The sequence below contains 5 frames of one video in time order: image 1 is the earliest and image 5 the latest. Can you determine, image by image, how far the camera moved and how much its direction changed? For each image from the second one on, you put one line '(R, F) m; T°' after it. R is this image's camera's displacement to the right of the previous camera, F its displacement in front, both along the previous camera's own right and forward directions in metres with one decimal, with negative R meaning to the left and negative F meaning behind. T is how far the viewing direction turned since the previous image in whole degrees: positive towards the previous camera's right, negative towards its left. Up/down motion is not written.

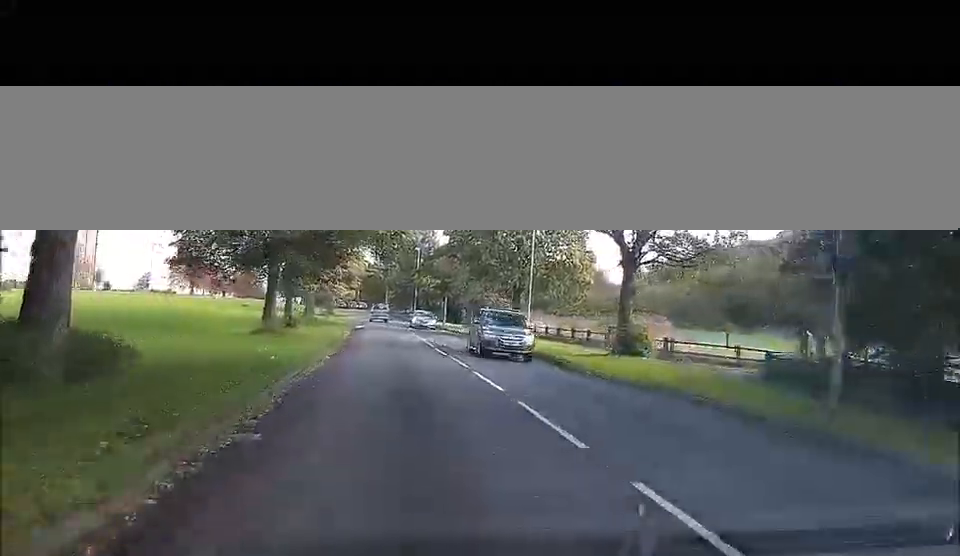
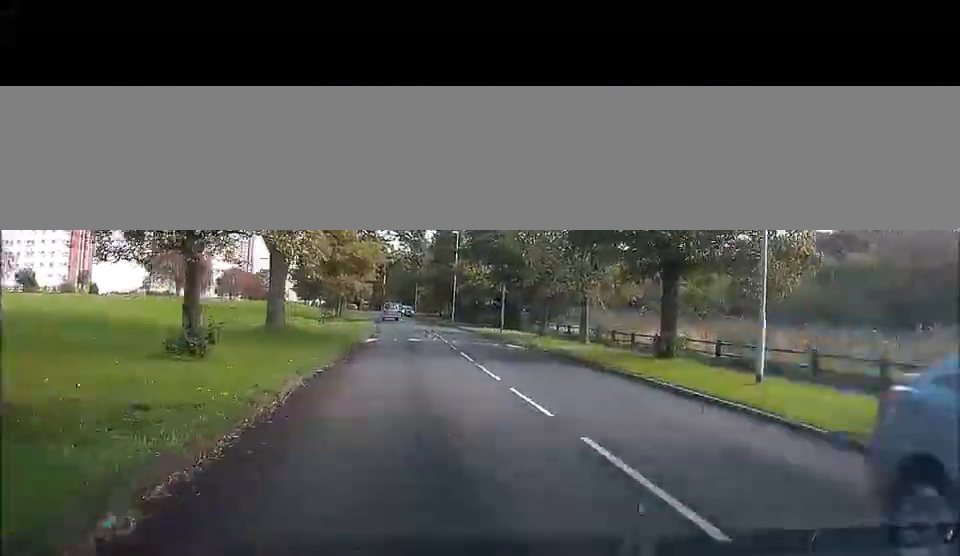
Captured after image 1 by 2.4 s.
(-0.4, +27.4) m; -4°
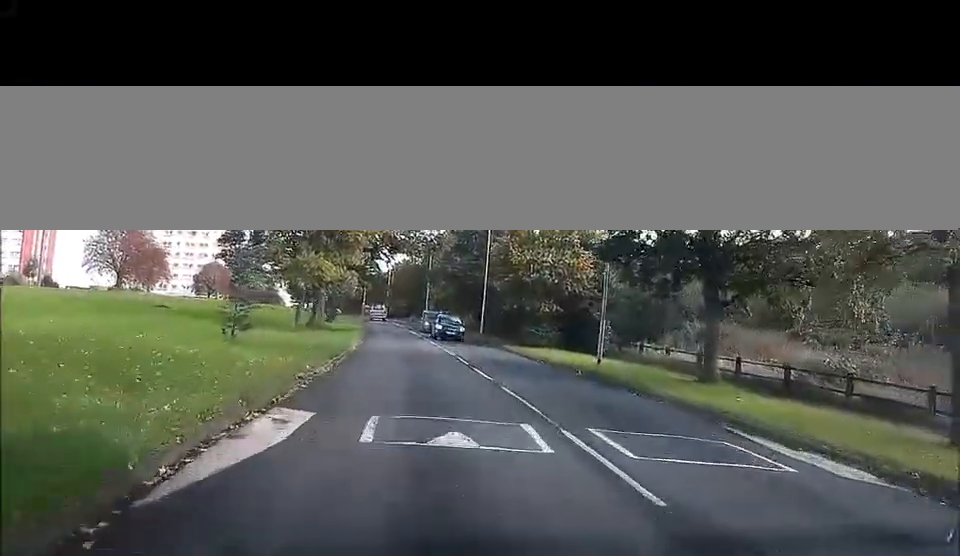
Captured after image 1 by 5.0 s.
(-0.6, +27.7) m; 0°
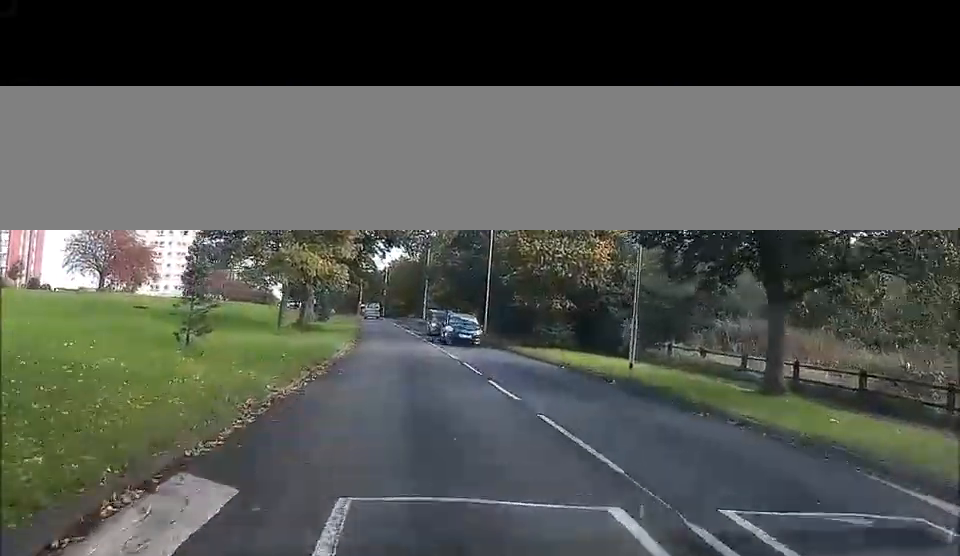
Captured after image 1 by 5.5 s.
(+0.2, +4.6) m; 0°
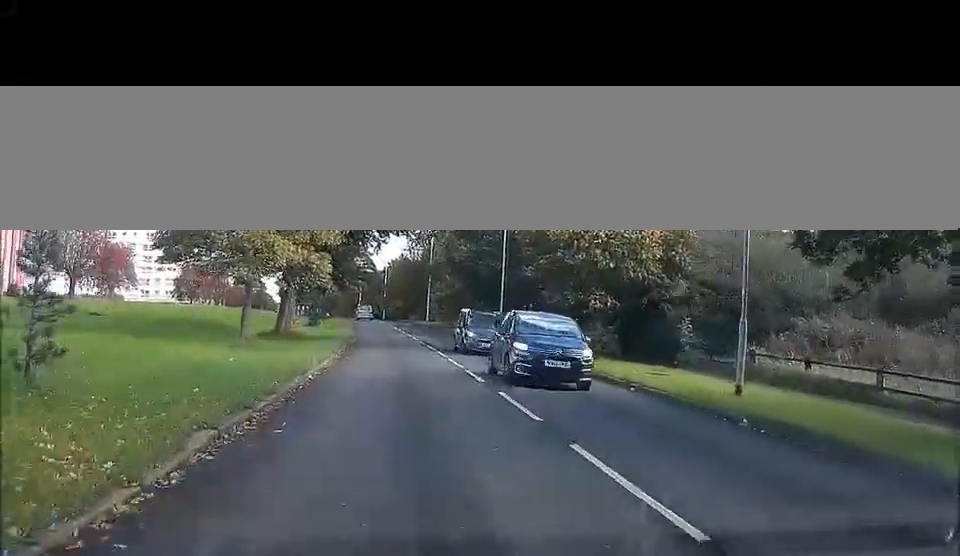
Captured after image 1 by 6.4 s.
(-0.4, +8.9) m; -3°
